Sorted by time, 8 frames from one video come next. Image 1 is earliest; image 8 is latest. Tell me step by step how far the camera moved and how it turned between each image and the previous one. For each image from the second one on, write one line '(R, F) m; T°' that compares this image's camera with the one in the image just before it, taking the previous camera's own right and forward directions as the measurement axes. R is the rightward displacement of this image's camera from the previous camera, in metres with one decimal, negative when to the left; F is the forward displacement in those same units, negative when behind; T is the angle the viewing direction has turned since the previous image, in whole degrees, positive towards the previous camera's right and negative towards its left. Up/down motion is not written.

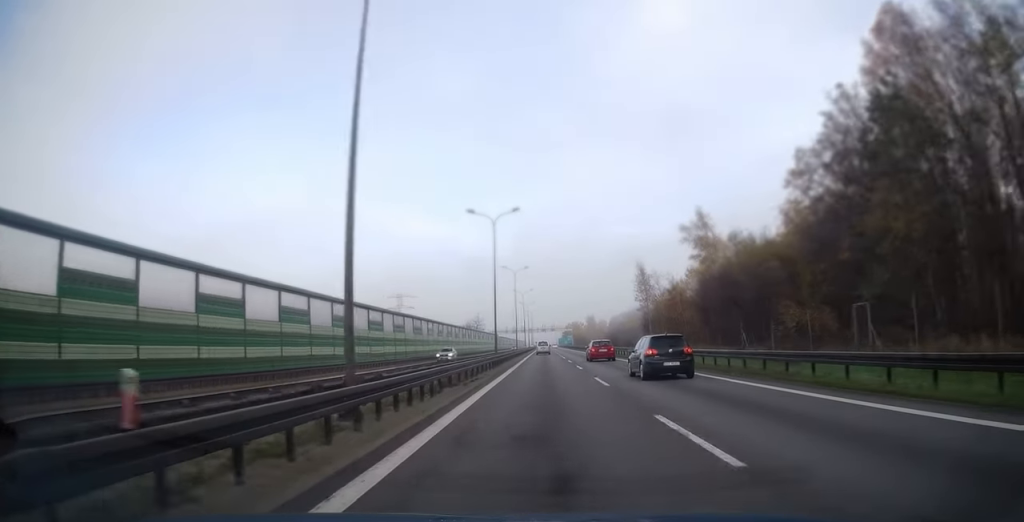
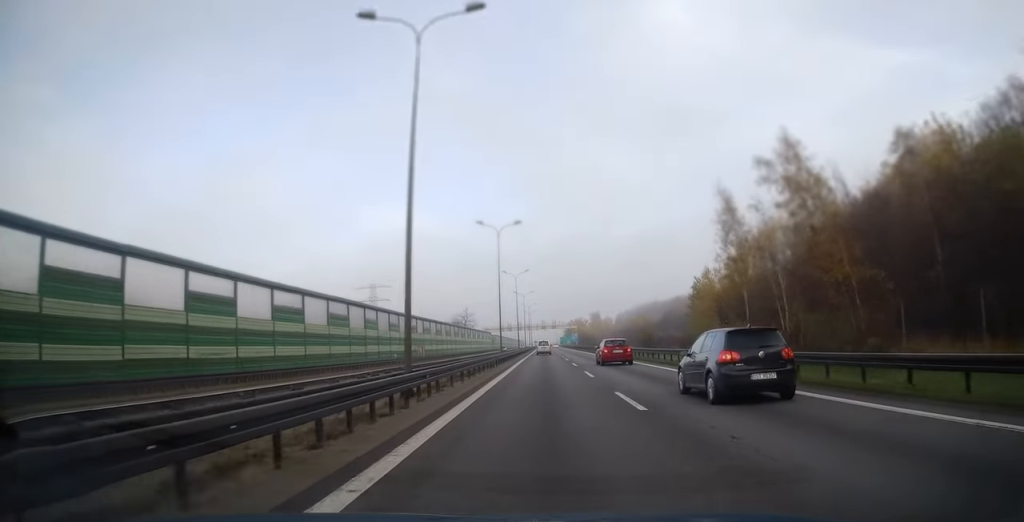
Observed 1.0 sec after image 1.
(-0.1, +31.0) m; 0°
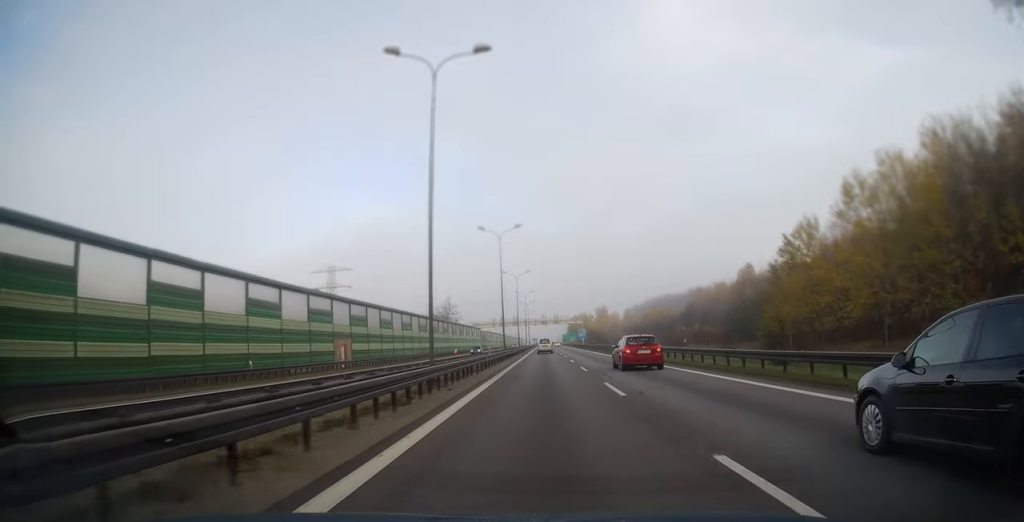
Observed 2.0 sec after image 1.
(+0.1, +32.9) m; 0°
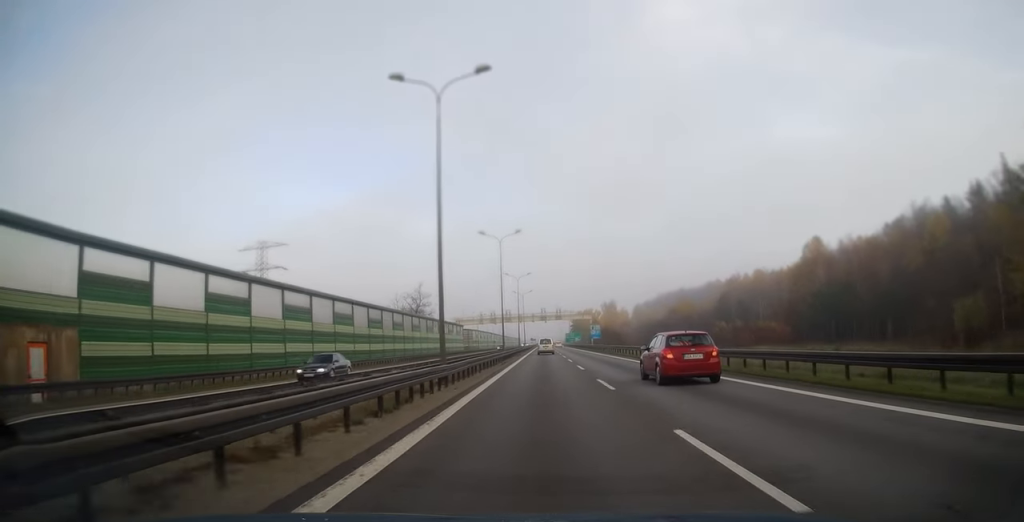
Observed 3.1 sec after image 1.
(0.0, +34.1) m; 0°
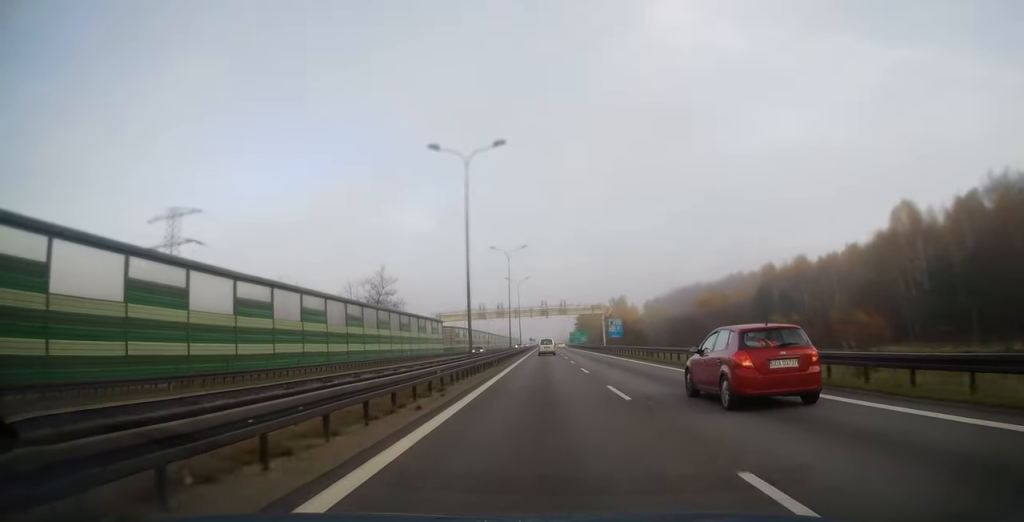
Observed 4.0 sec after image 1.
(0.0, +27.2) m; 0°
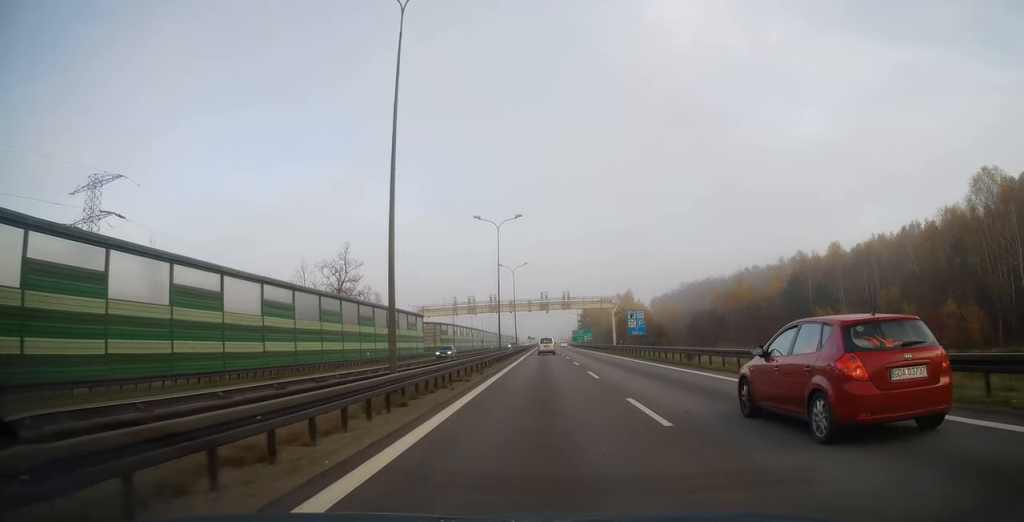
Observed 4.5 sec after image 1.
(+0.1, +16.6) m; 0°
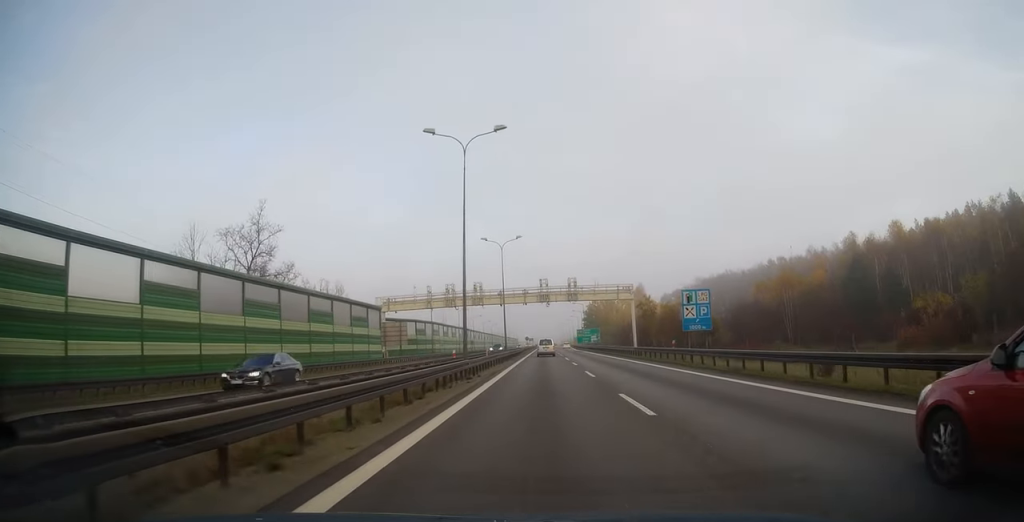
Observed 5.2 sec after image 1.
(0.0, +22.6) m; 0°
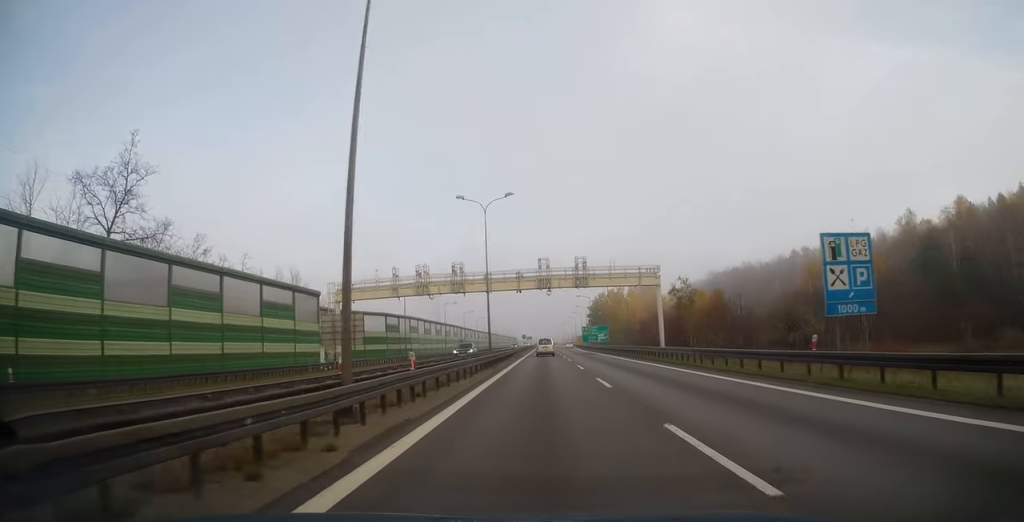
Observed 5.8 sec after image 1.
(-0.1, +17.8) m; 0°
